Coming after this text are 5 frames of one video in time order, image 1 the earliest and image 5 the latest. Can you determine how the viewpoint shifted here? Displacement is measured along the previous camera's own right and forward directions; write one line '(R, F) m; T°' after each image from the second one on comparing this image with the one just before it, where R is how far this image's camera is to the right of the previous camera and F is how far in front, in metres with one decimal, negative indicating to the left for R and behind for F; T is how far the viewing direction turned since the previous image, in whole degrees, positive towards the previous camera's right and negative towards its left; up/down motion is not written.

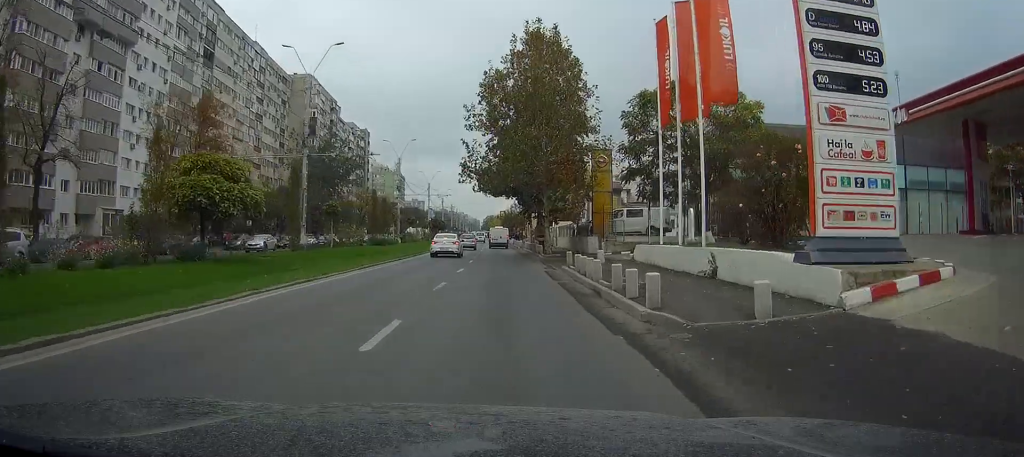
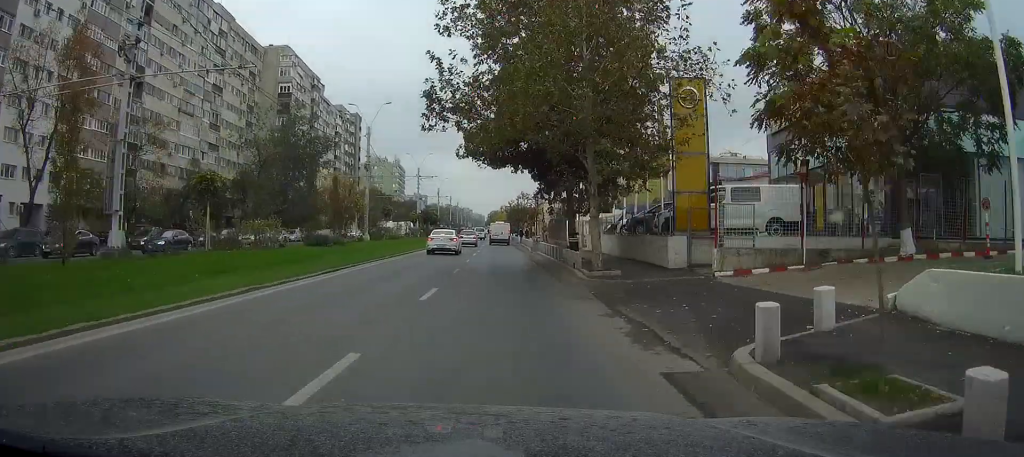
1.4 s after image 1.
(0.0, +21.1) m; -1°
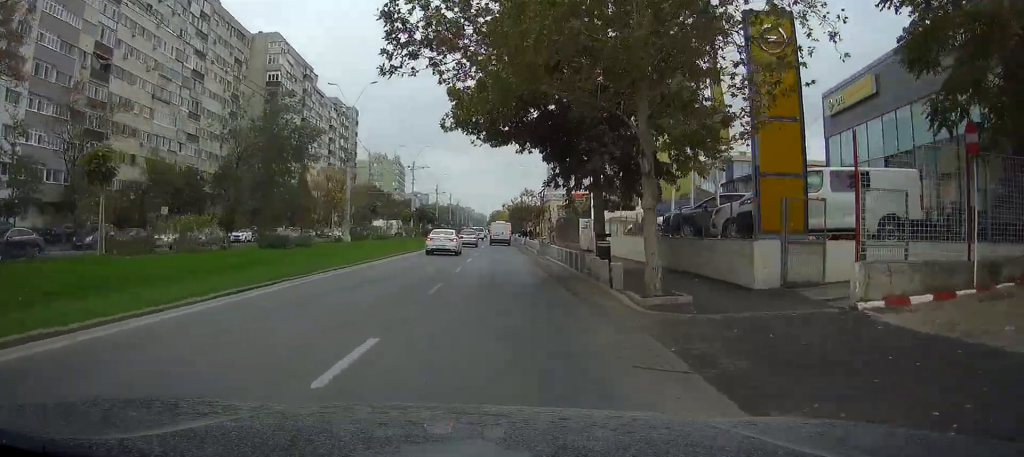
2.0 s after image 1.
(0.0, +8.1) m; 0°
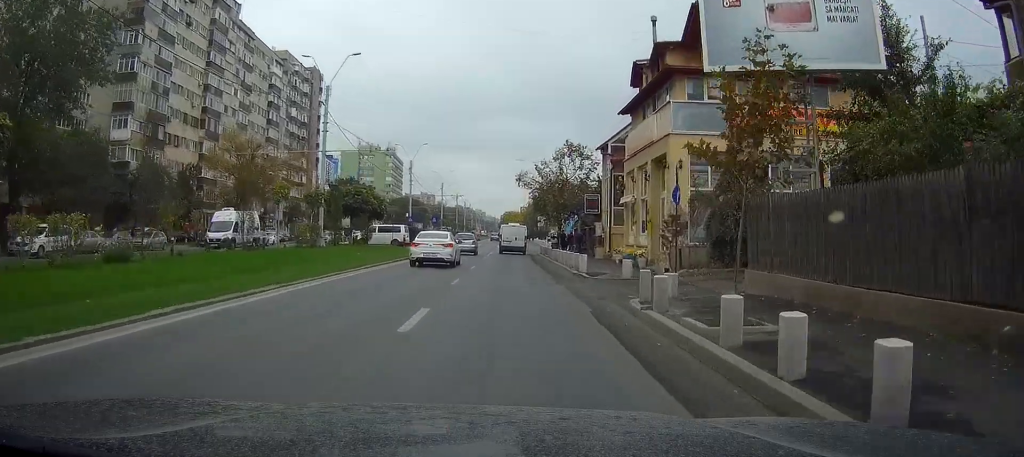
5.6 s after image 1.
(-0.6, +49.1) m; -2°
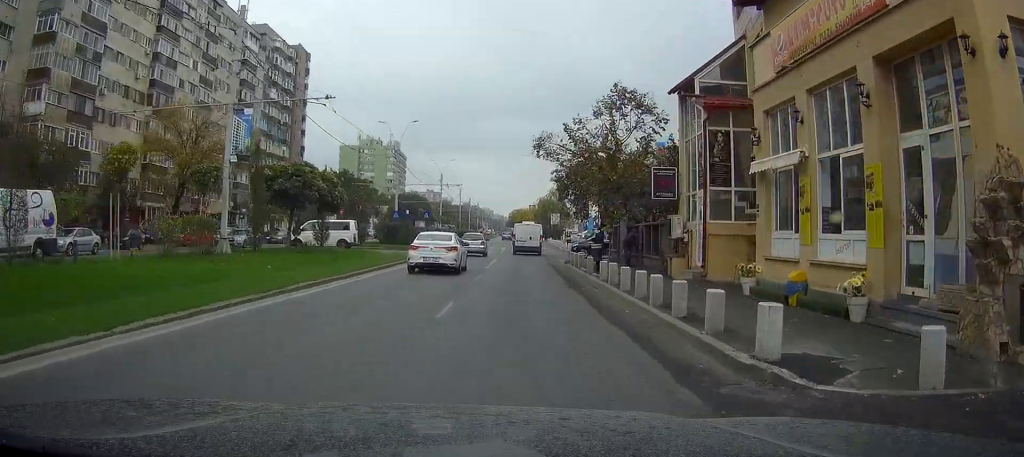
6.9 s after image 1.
(0.0, +16.2) m; 0°
